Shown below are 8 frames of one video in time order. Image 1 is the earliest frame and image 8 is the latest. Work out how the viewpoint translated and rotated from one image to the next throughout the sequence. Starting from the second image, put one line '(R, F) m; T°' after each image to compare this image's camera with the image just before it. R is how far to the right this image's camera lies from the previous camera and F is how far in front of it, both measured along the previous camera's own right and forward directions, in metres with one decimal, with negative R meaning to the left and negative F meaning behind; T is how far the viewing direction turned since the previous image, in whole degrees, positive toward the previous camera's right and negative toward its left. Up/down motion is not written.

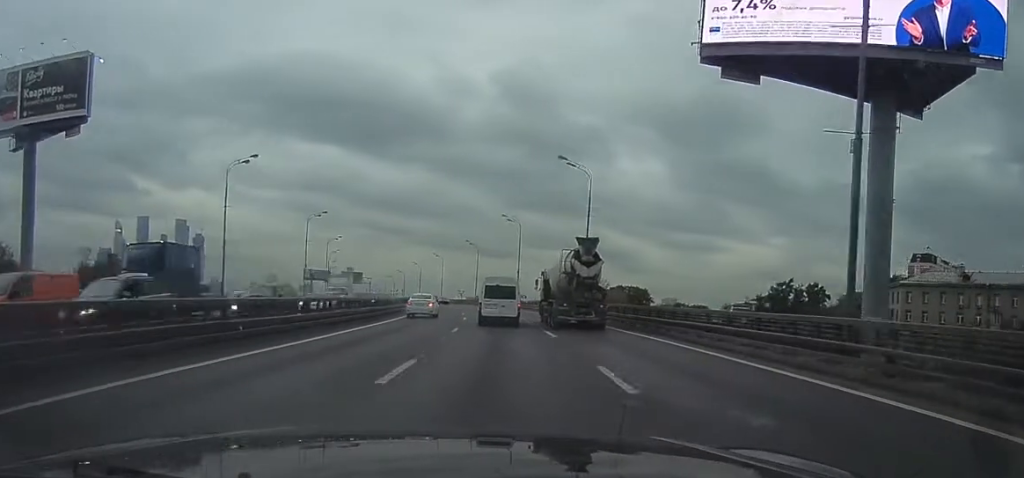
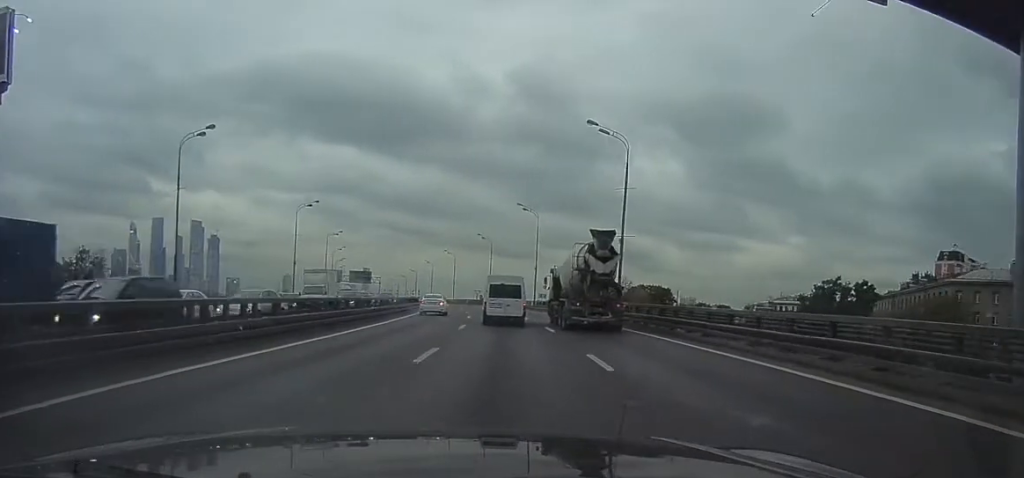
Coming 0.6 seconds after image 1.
(-1.0, +9.8) m; 0°
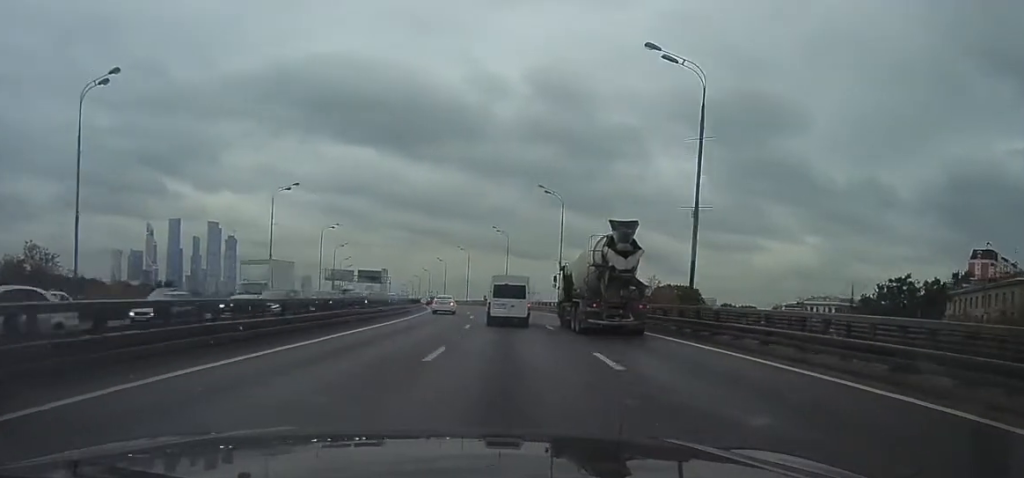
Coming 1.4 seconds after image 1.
(+1.2, +12.1) m; +3°
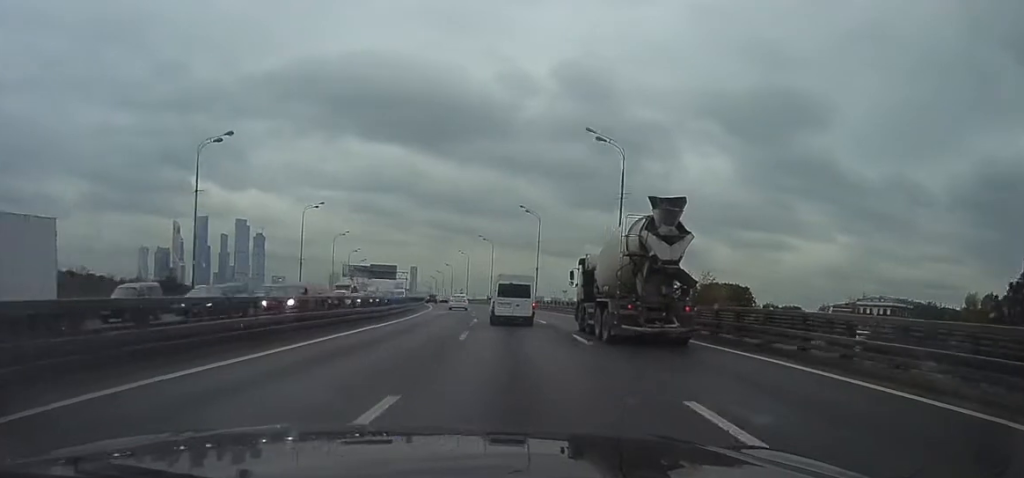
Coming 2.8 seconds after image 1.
(-0.4, +19.9) m; -6°
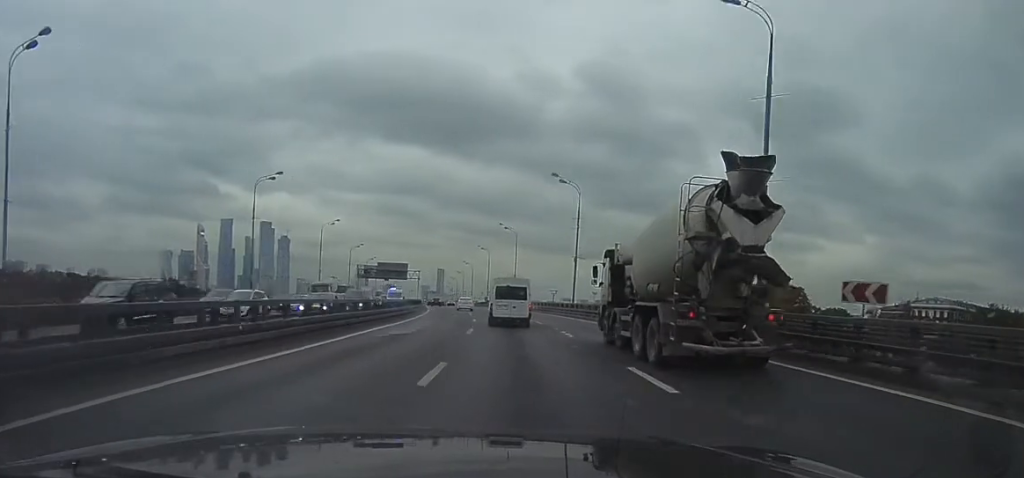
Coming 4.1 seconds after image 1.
(-1.7, +20.0) m; -6°
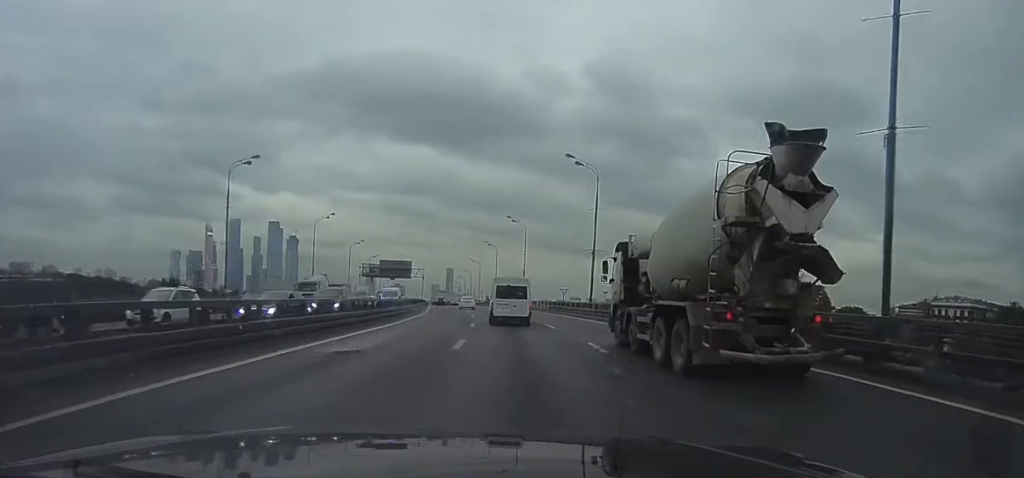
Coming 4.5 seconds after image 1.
(-0.3, +6.7) m; 0°
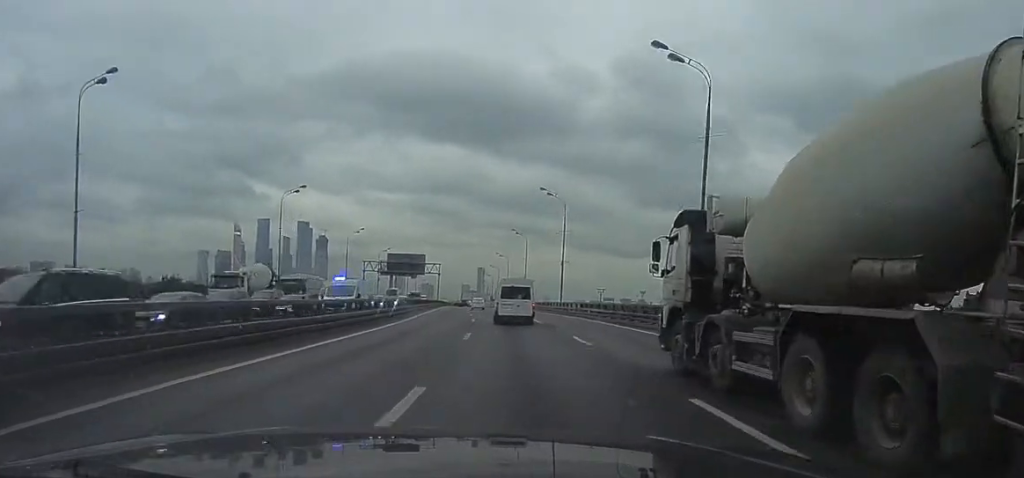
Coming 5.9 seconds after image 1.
(+0.4, +21.1) m; 0°
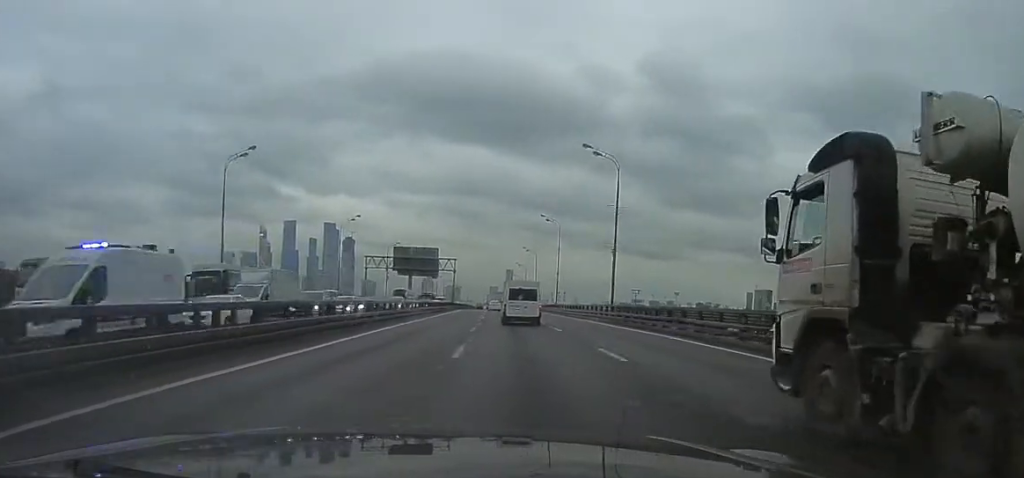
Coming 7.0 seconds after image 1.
(-0.3, +17.6) m; -1°
